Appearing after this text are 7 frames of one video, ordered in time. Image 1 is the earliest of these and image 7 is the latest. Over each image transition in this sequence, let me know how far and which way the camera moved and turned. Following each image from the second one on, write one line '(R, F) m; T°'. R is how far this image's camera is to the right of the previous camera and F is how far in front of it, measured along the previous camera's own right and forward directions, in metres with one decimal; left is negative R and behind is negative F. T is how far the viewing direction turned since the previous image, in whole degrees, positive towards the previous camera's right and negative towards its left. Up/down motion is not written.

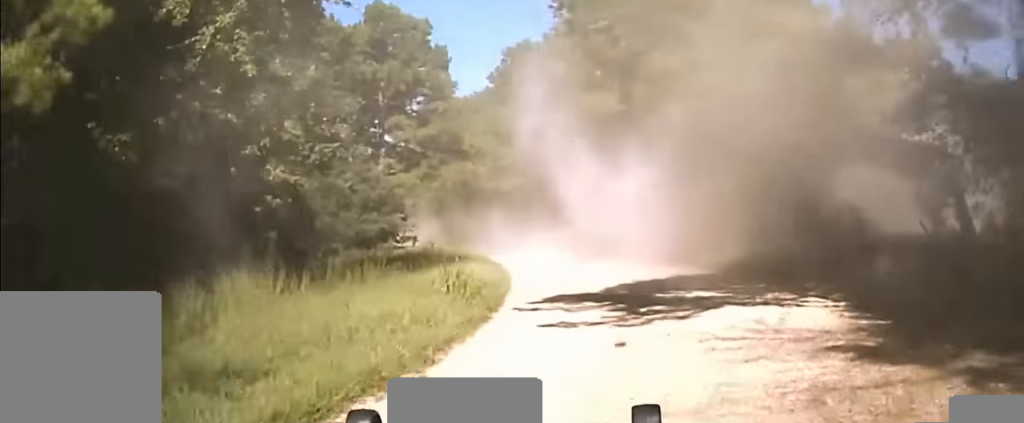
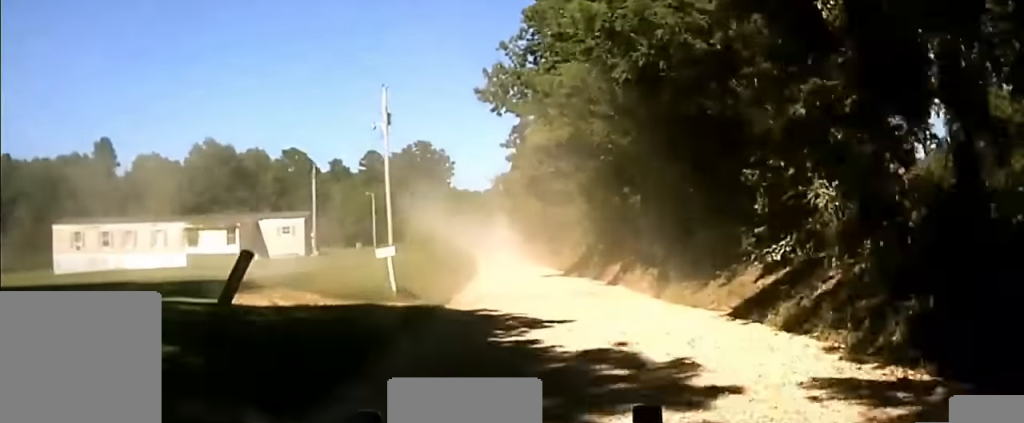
(-19.6, +66.7) m; -22°
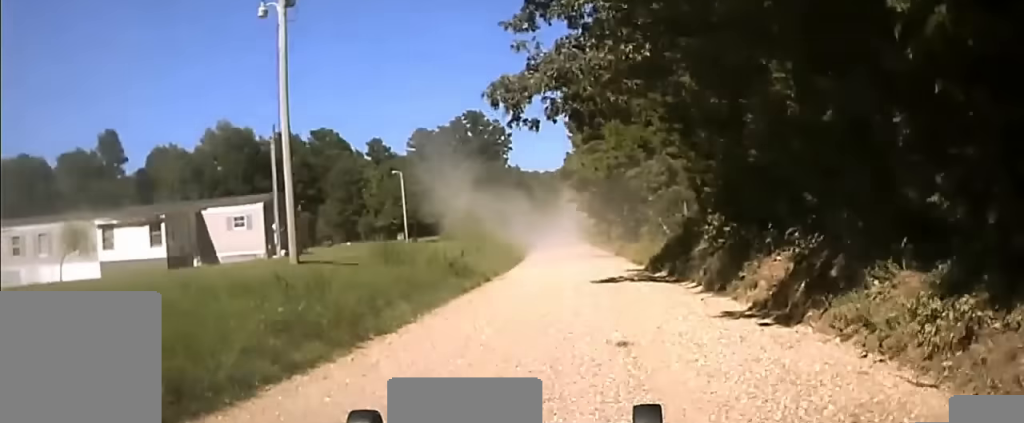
(-0.3, +23.2) m; -2°
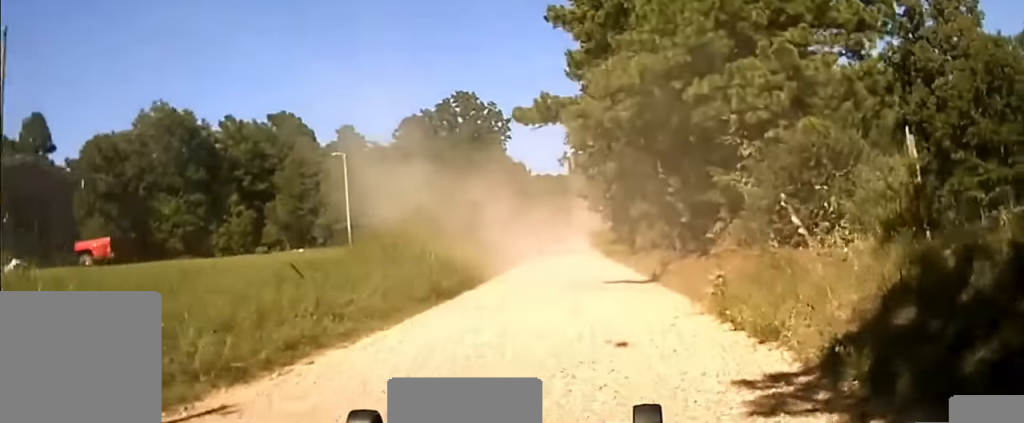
(-0.6, +21.6) m; -2°
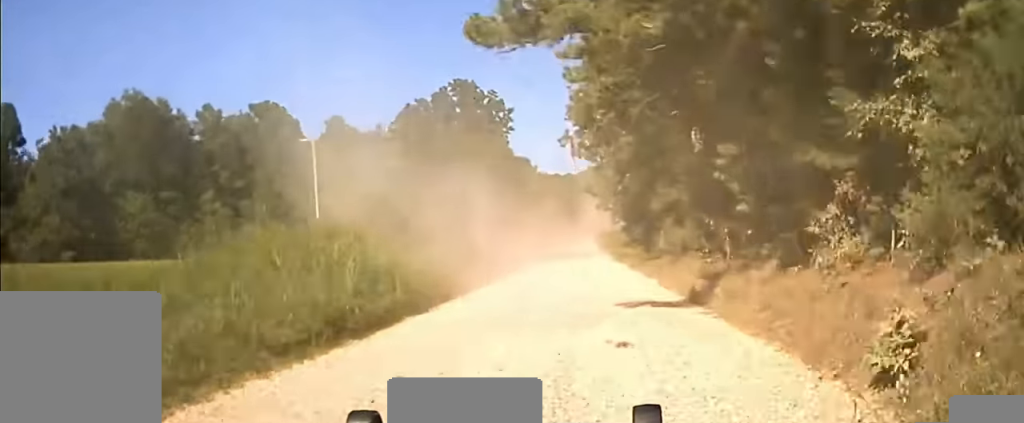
(-0.1, +7.7) m; 0°
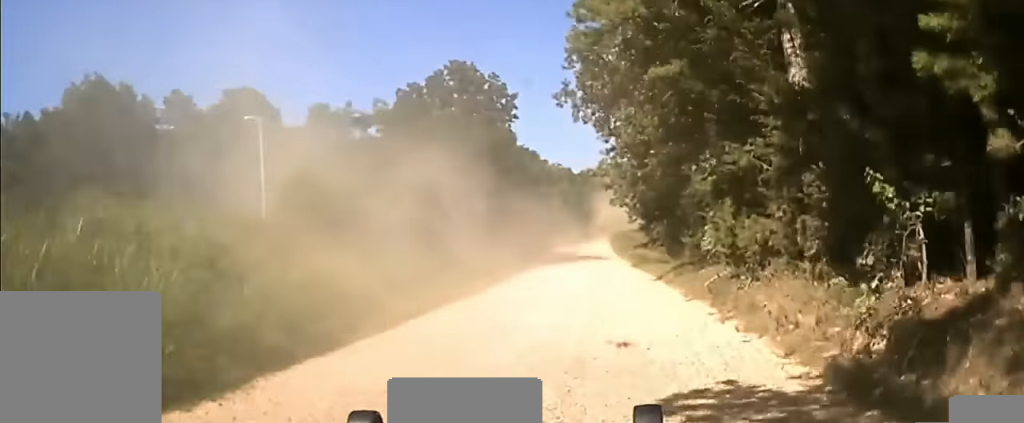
(0.0, +8.7) m; 0°
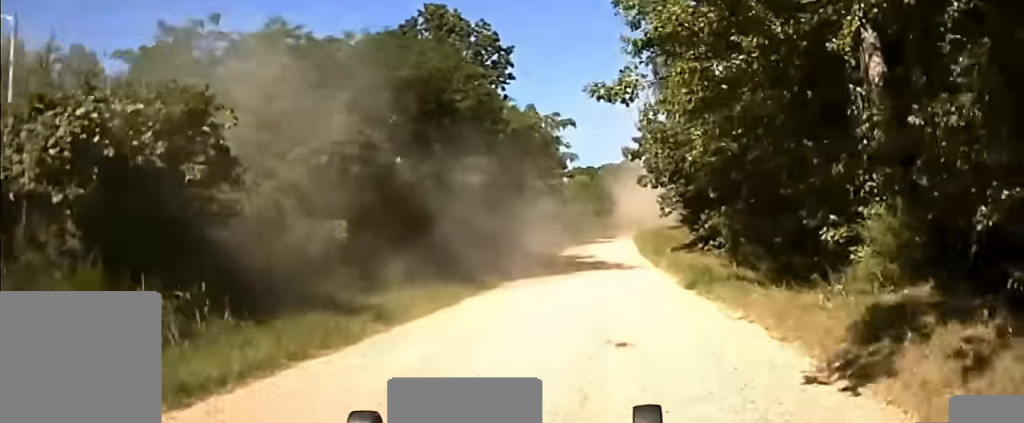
(+0.1, +19.5) m; 0°
